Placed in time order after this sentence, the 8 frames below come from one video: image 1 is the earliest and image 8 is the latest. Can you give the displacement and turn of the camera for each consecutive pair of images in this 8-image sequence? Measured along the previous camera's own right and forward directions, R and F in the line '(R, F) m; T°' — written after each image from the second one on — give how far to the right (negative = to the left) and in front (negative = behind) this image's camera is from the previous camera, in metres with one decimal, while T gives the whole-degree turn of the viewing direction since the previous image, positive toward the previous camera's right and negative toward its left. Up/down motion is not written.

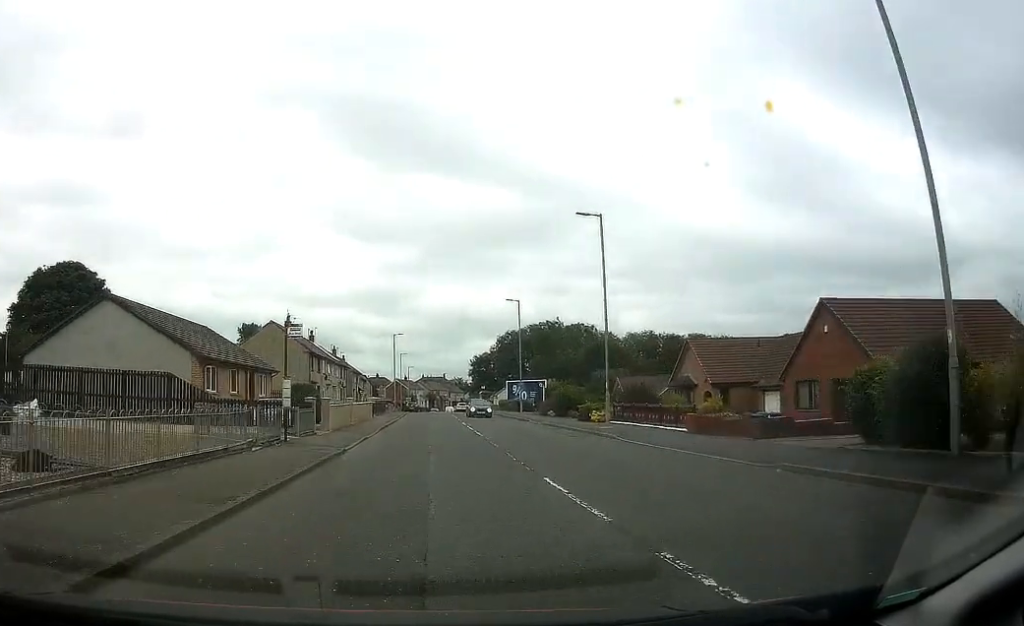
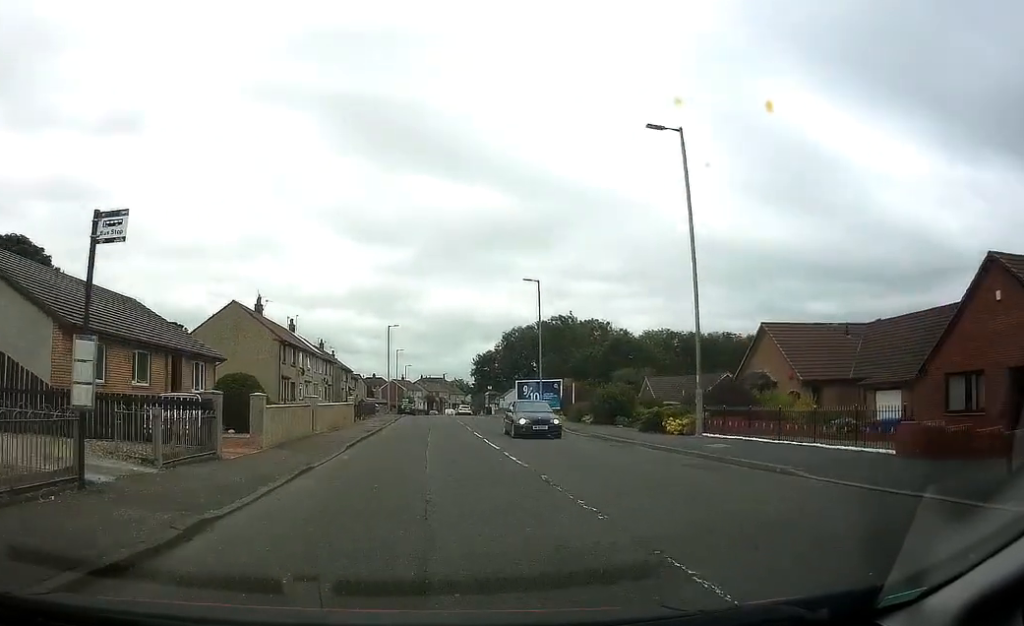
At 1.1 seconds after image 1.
(+0.4, +11.5) m; +1°
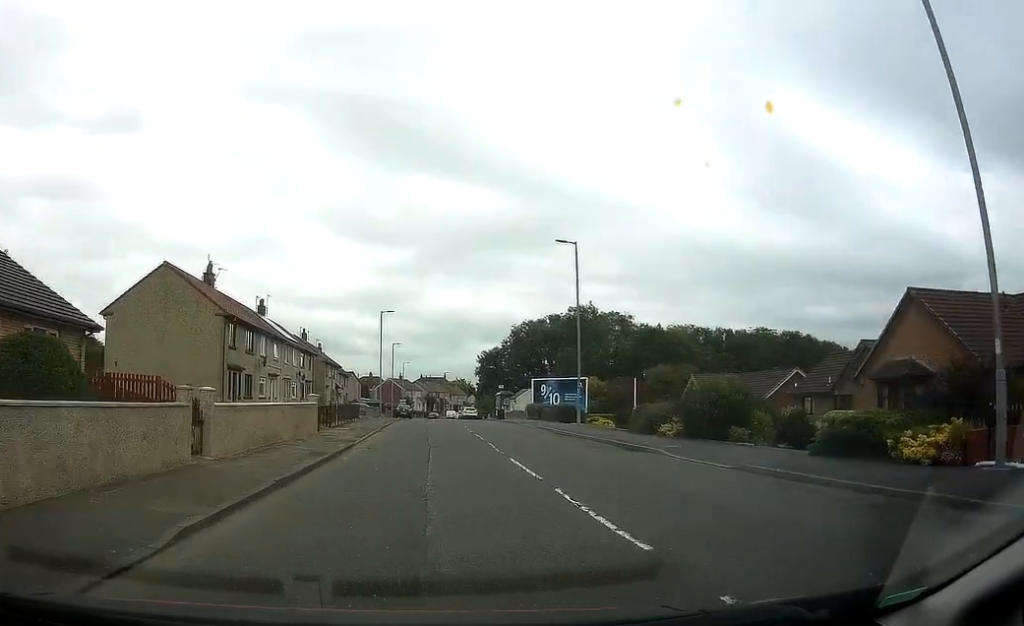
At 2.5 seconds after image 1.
(-0.5, +13.1) m; -2°
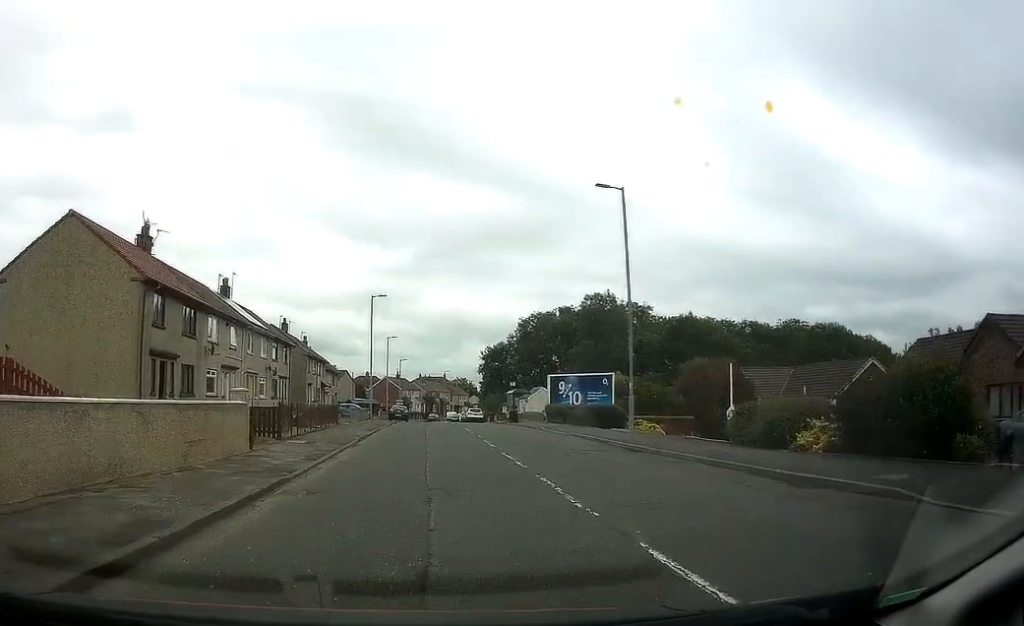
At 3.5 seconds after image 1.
(+0.1, +10.5) m; +2°
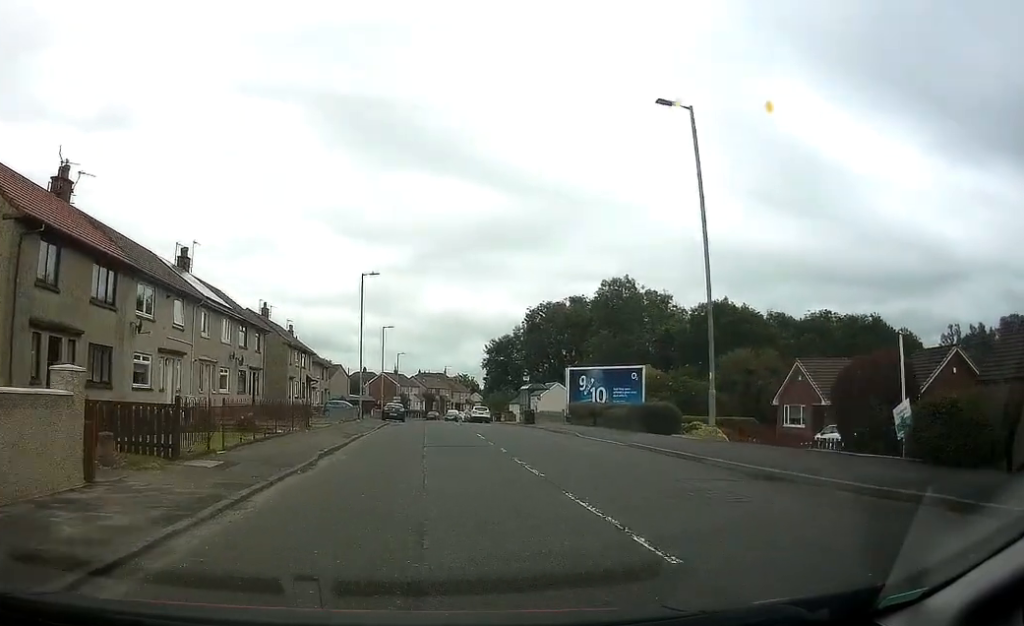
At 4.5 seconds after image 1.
(+0.2, +8.6) m; 0°
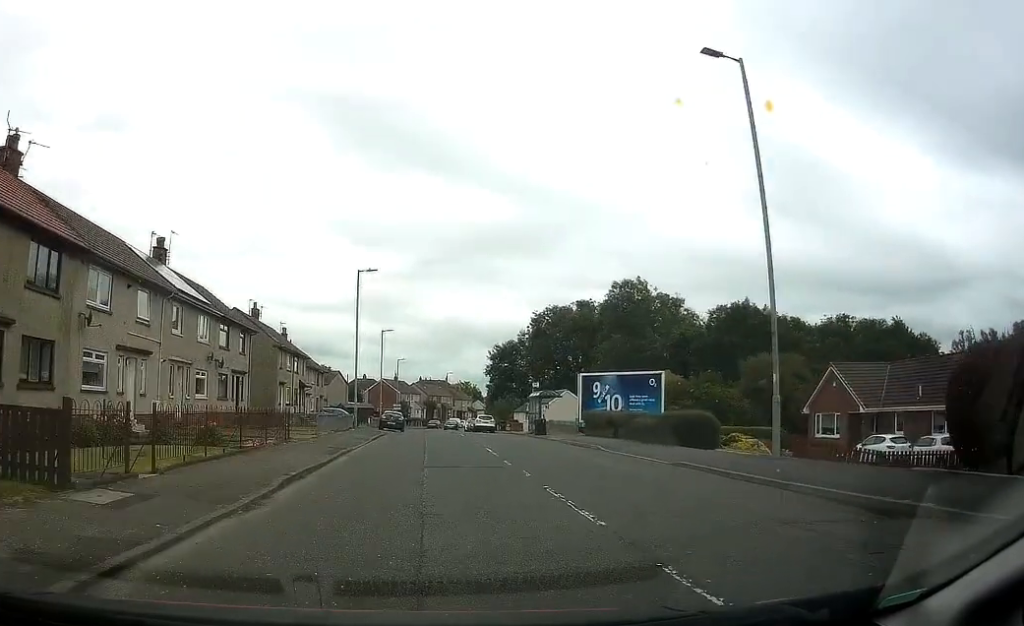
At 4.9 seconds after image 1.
(-0.2, +3.8) m; 0°
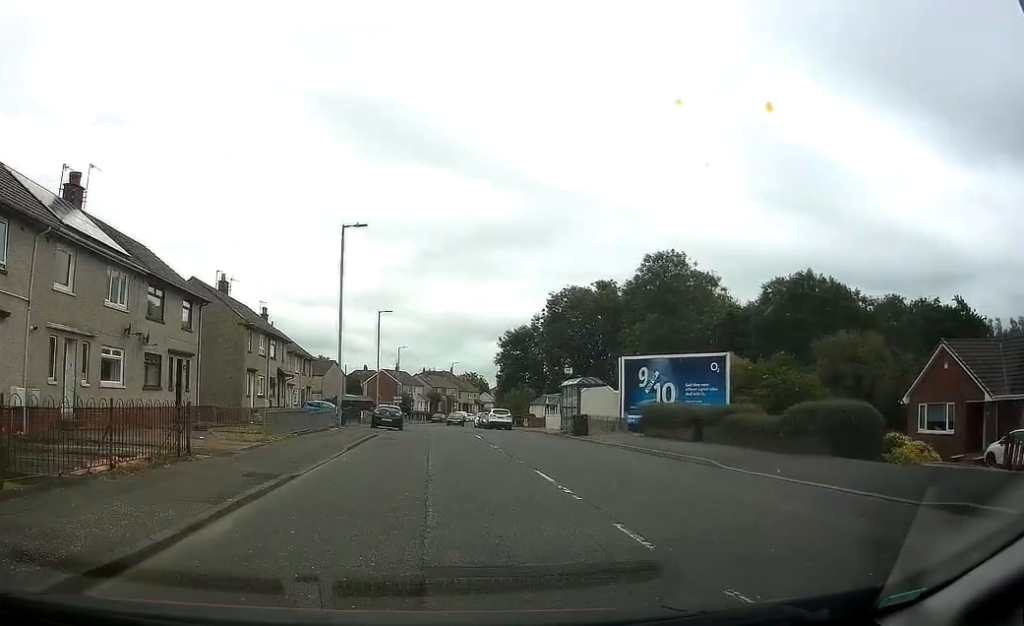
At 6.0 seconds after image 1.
(+0.1, +10.2) m; +1°
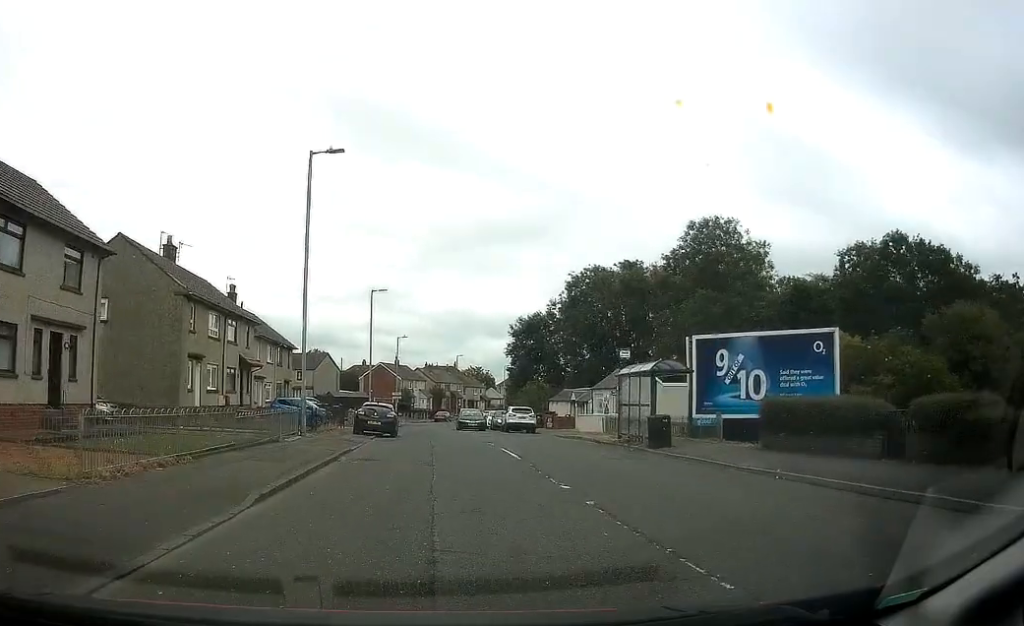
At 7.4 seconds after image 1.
(0.0, +11.0) m; -2°
